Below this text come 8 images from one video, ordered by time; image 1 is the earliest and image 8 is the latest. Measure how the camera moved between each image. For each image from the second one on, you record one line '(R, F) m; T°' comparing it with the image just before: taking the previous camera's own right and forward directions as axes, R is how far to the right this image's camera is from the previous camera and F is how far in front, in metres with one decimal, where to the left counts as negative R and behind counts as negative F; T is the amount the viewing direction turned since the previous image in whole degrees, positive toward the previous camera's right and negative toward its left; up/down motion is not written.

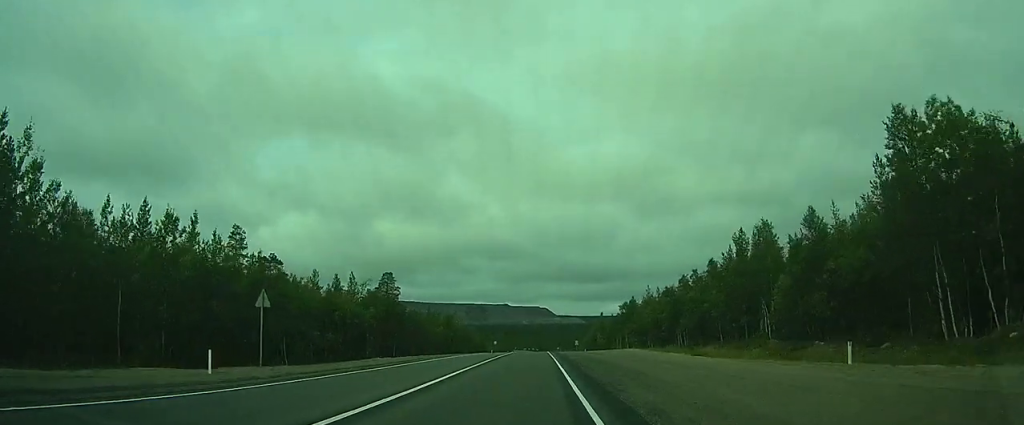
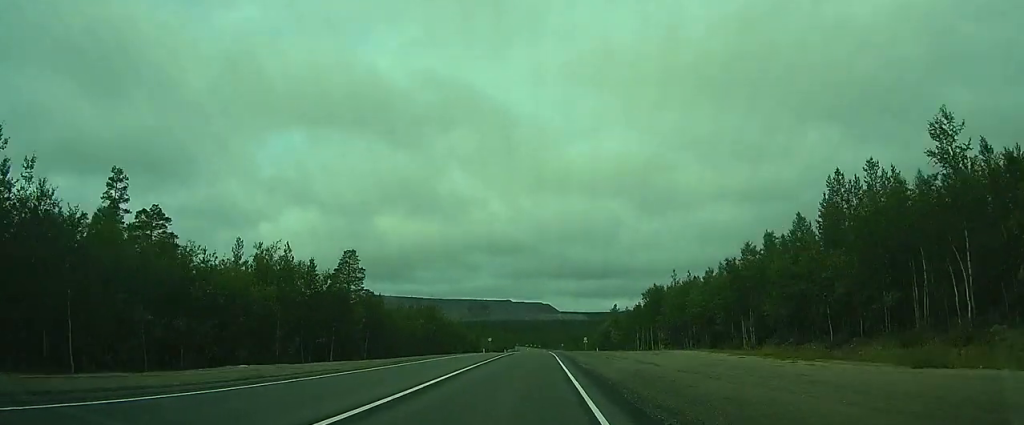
(-0.3, +18.0) m; -4°
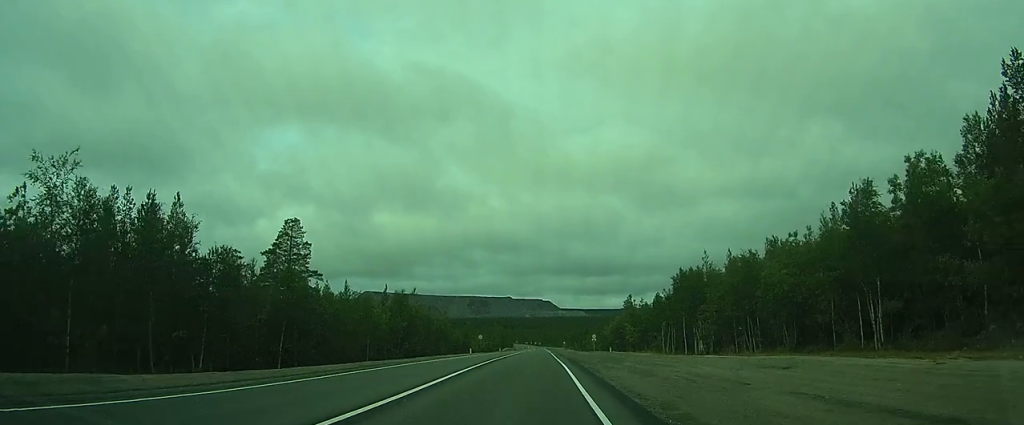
(-0.9, +15.5) m; -3°
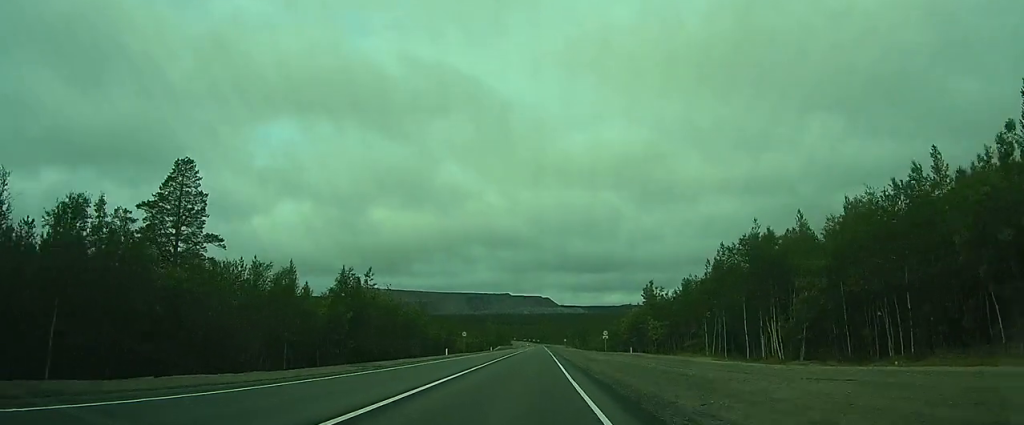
(+0.1, +15.7) m; 0°
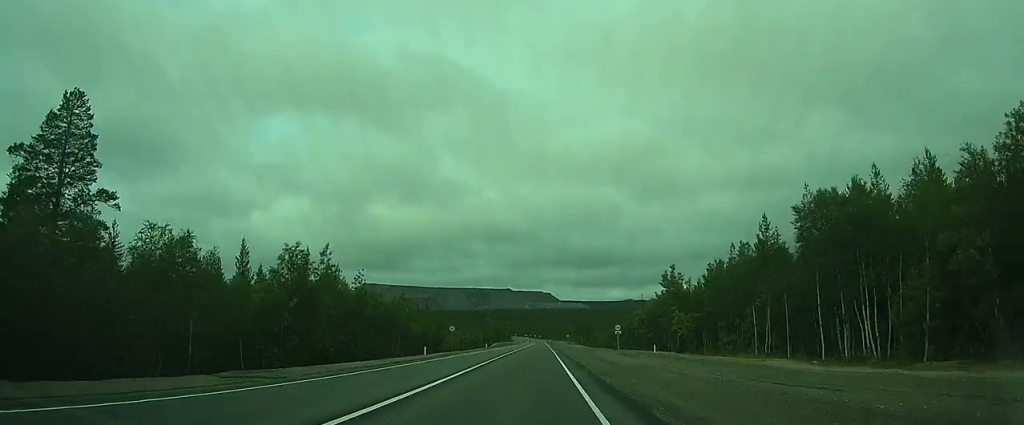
(0.0, +9.6) m; 0°
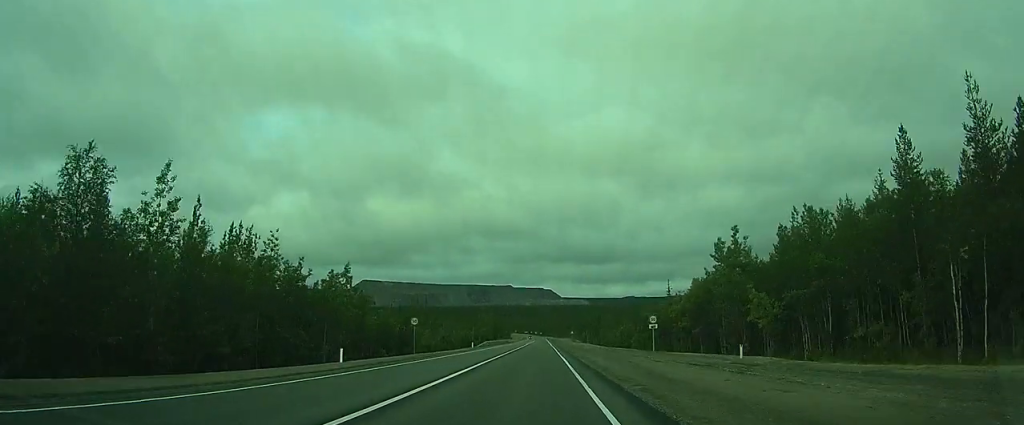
(-0.1, +16.9) m; 0°
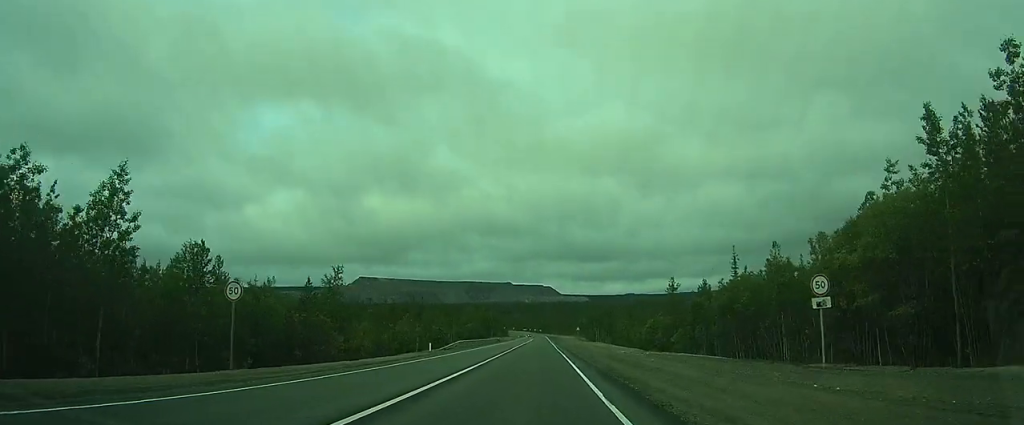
(-0.1, +23.2) m; +1°
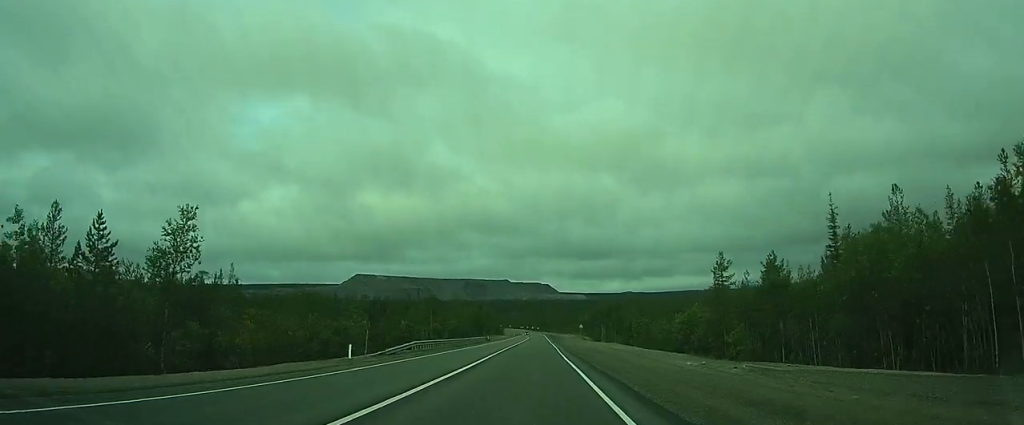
(+0.3, +16.2) m; +1°
